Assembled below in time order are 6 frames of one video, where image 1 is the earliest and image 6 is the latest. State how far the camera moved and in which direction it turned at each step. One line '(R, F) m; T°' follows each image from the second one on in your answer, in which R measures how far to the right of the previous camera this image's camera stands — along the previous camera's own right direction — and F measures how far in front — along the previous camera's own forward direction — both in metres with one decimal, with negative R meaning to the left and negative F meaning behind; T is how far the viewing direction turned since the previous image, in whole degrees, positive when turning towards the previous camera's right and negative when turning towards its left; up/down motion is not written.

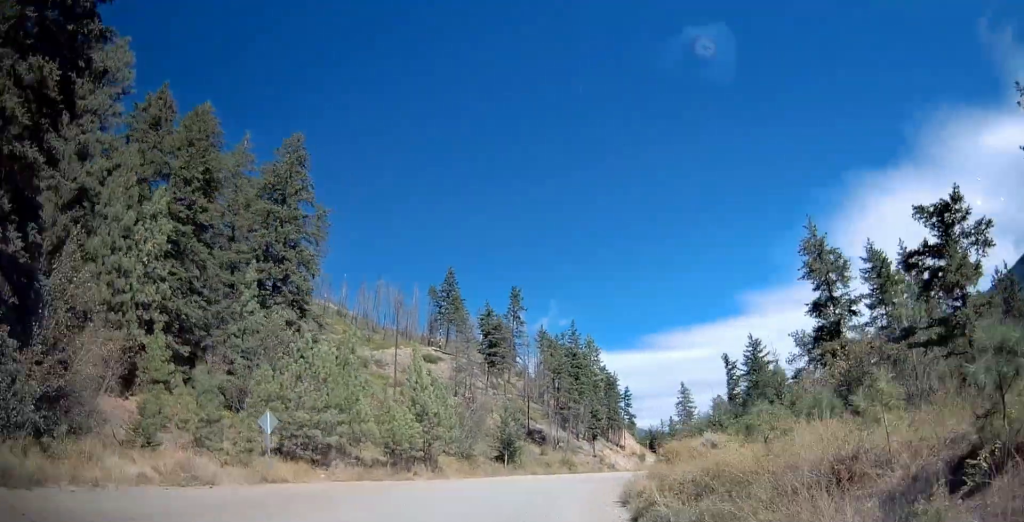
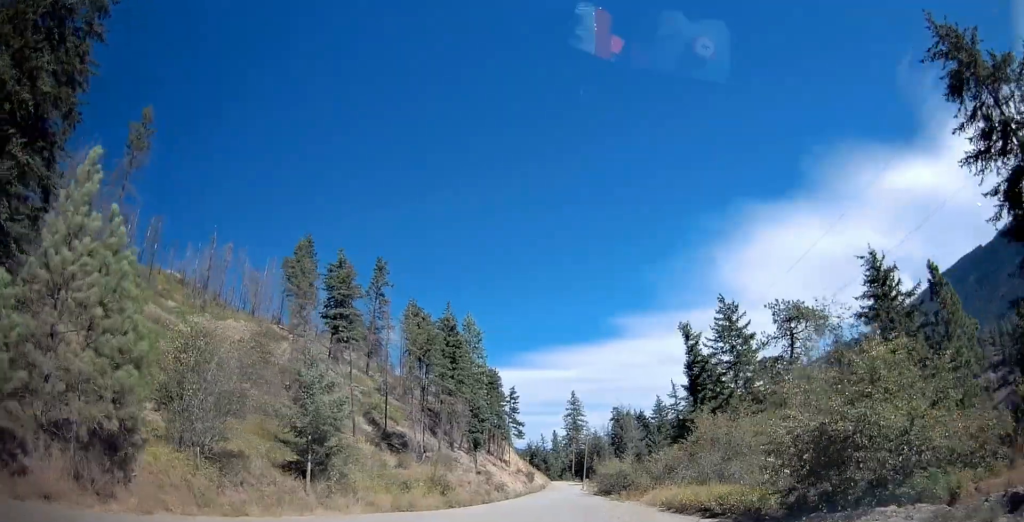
(+2.2, +26.8) m; +15°
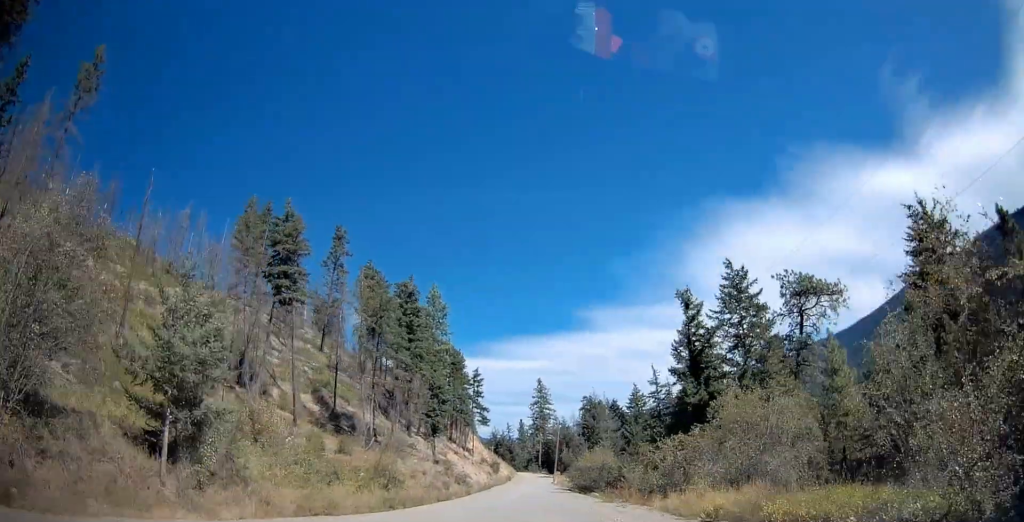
(+0.9, +8.3) m; +5°
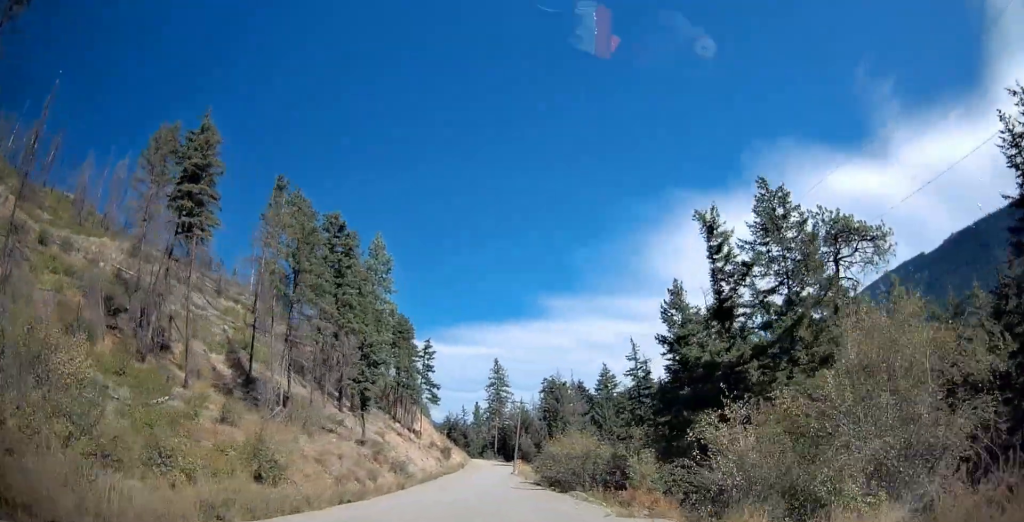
(+0.3, +12.4) m; +1°
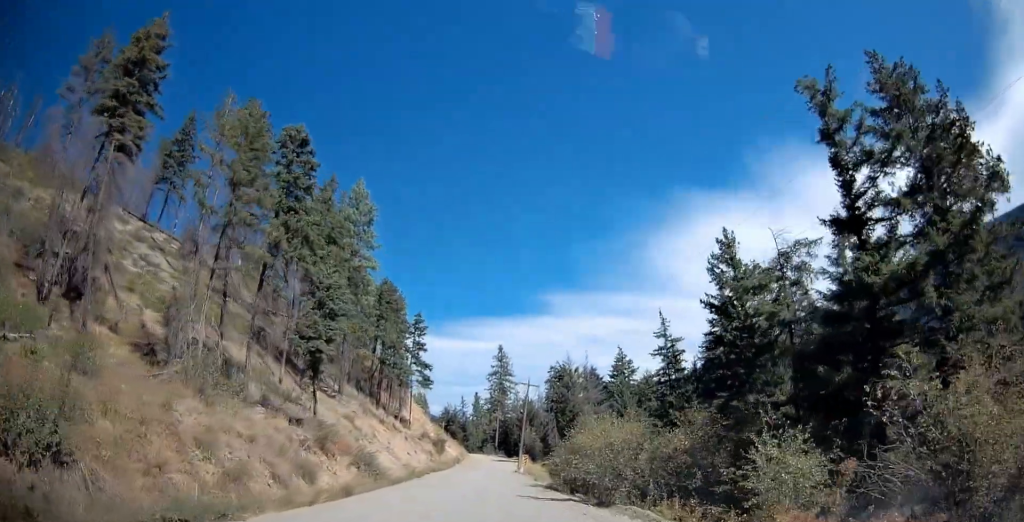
(0.0, +12.0) m; +3°
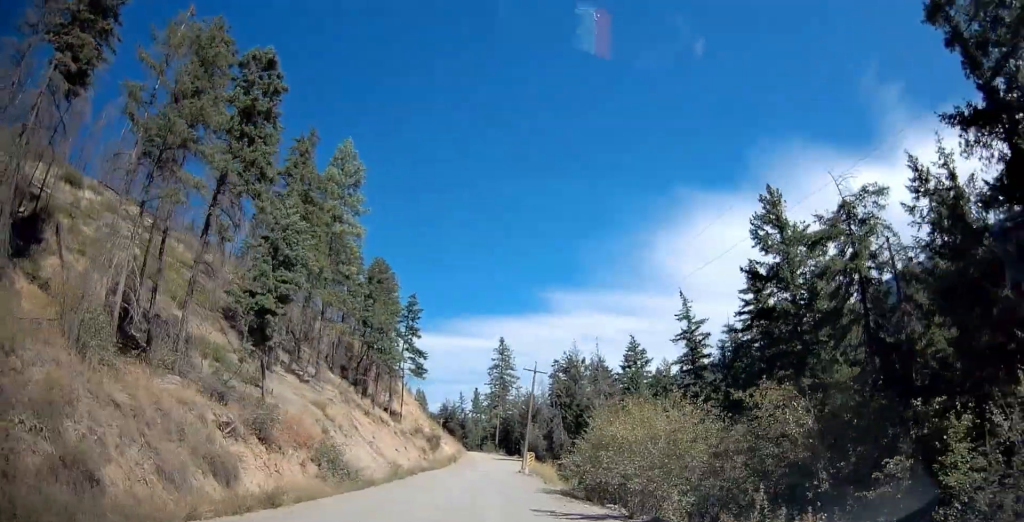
(+0.4, +7.5) m; +2°
